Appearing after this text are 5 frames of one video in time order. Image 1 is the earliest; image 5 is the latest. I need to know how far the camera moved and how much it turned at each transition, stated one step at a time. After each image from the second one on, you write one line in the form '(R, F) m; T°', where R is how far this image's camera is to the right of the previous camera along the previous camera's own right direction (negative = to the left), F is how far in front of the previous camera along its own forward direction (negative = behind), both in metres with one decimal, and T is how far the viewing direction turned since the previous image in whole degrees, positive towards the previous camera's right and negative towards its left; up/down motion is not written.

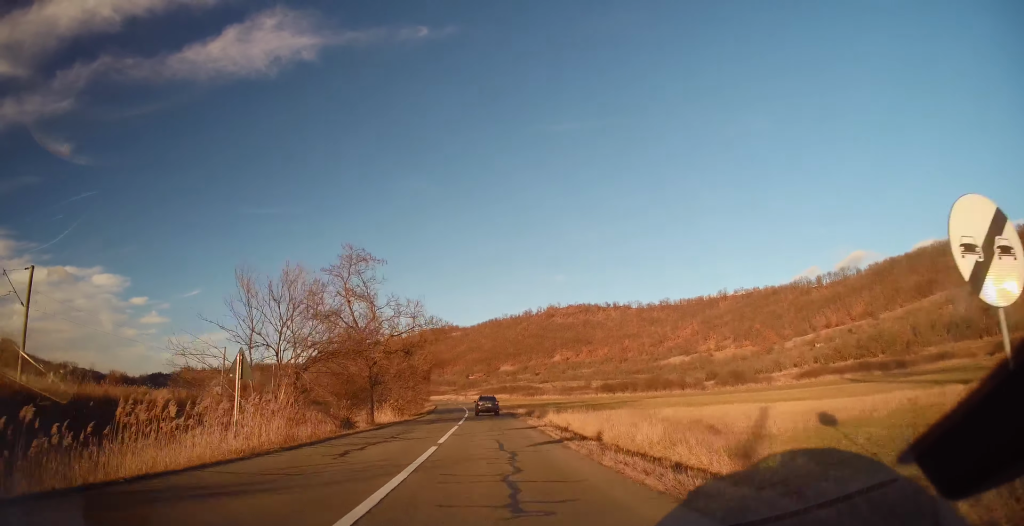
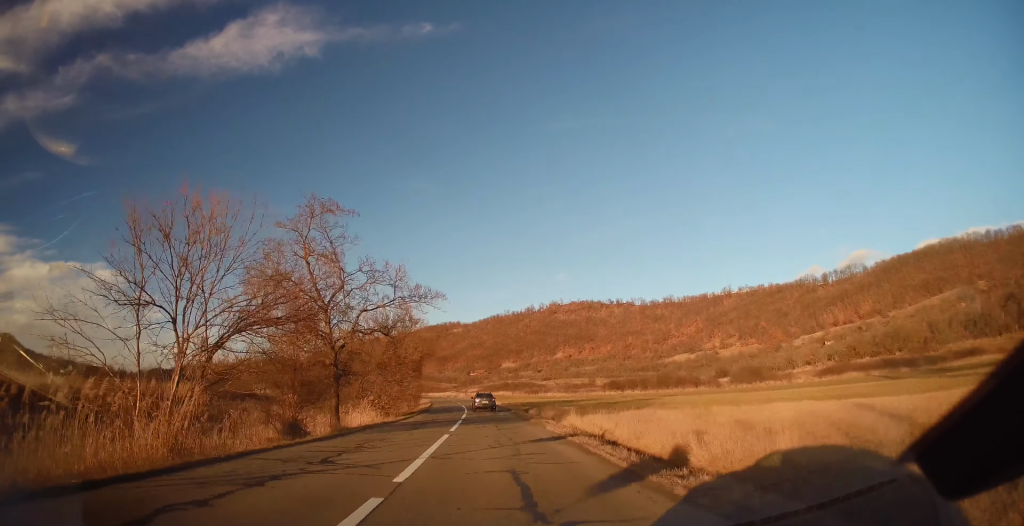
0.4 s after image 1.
(-0.3, +8.3) m; 0°
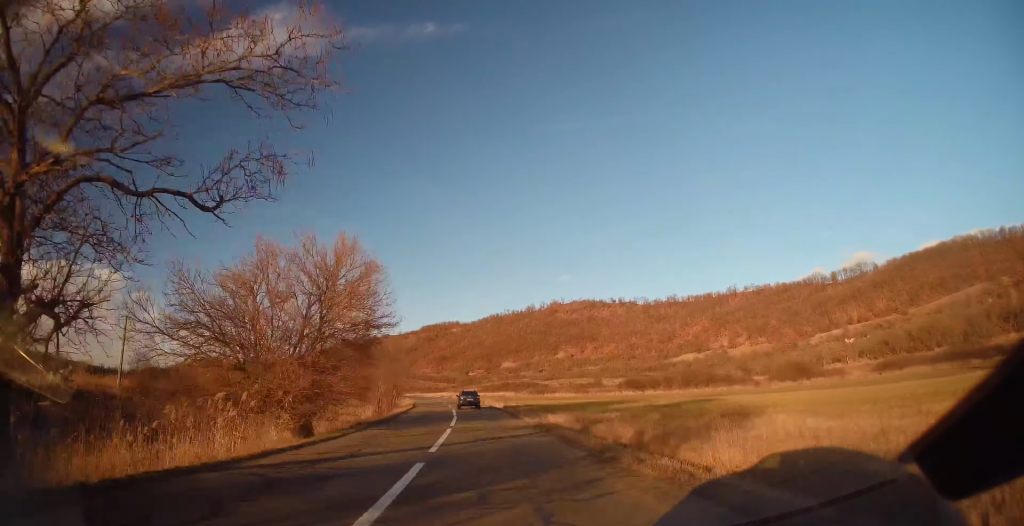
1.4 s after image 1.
(+0.2, +18.9) m; 0°
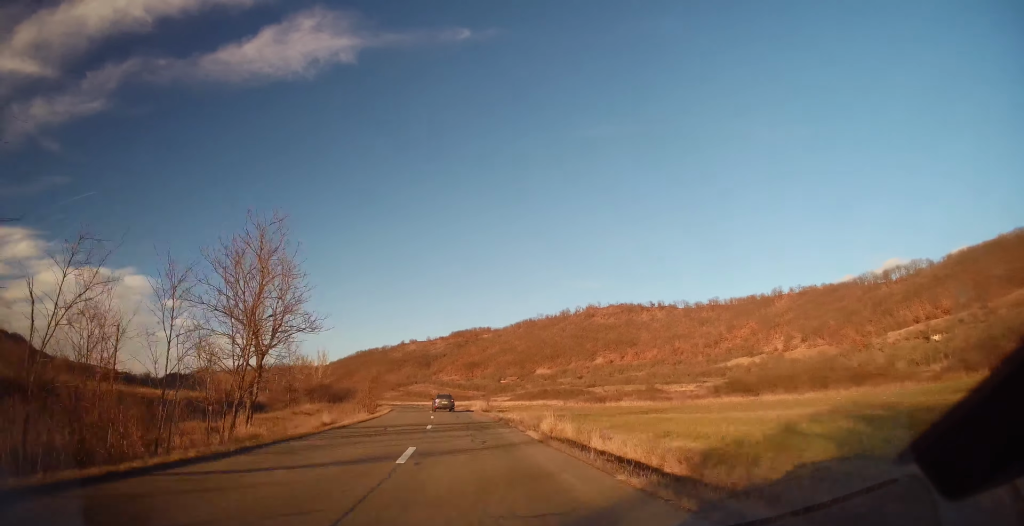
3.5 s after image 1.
(-1.6, +42.0) m; -5°
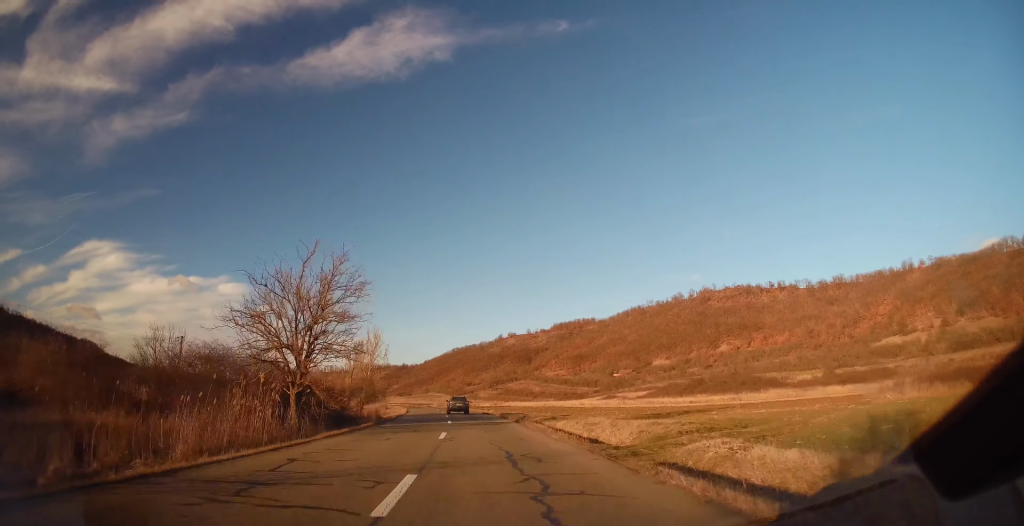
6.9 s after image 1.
(-7.0, +74.7) m; -11°
